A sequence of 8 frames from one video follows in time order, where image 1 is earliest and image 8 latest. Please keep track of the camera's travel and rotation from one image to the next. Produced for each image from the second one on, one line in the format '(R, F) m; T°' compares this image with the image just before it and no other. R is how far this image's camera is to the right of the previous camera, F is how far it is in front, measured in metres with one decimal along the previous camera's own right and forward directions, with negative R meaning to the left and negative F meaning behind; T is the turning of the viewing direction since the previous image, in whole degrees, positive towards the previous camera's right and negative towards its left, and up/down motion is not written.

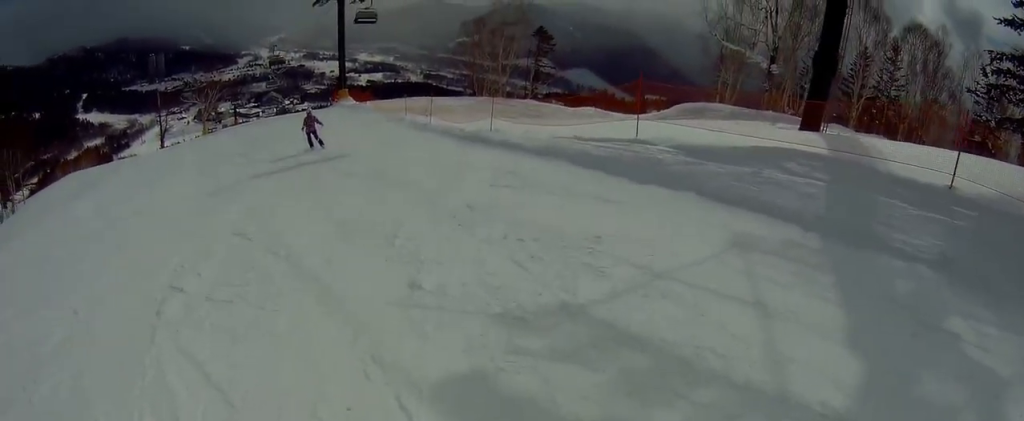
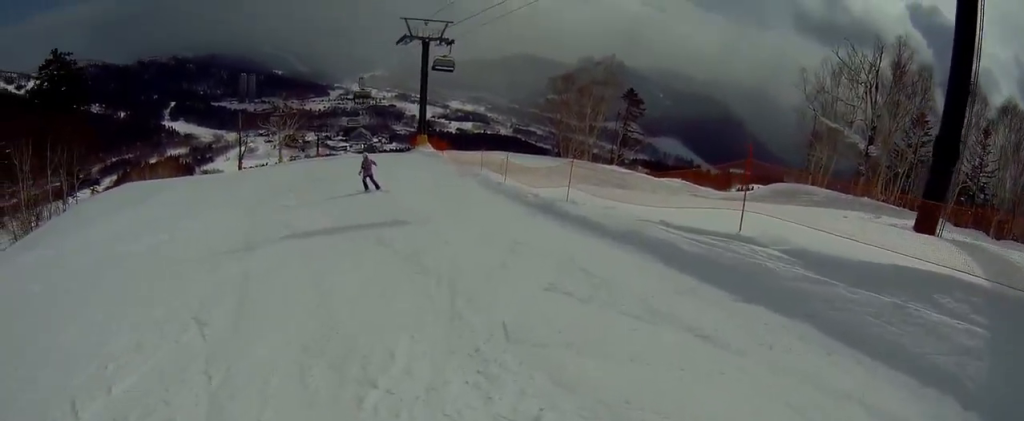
(-0.2, +1.1) m; -14°
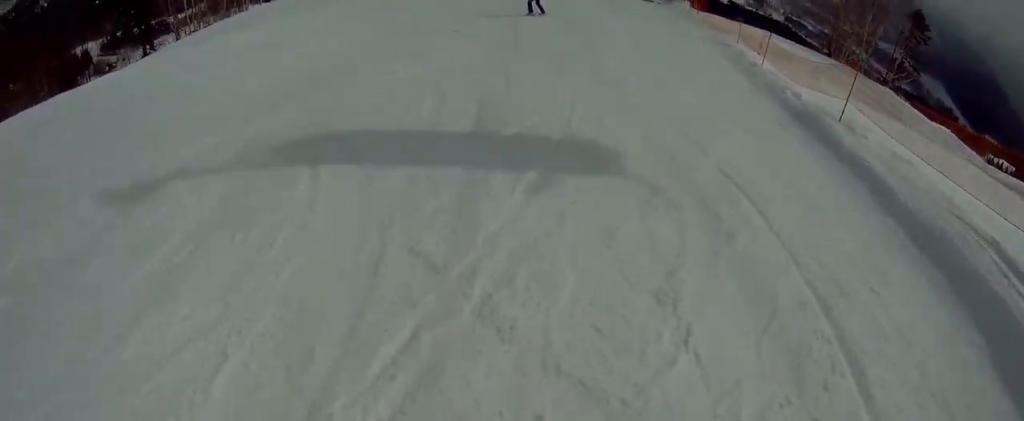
(-1.3, +2.4) m; -27°
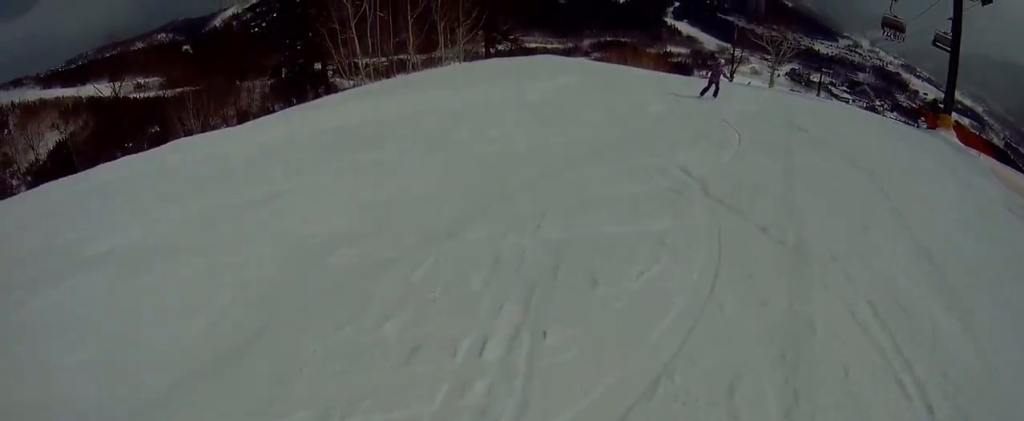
(+0.5, +4.8) m; +18°
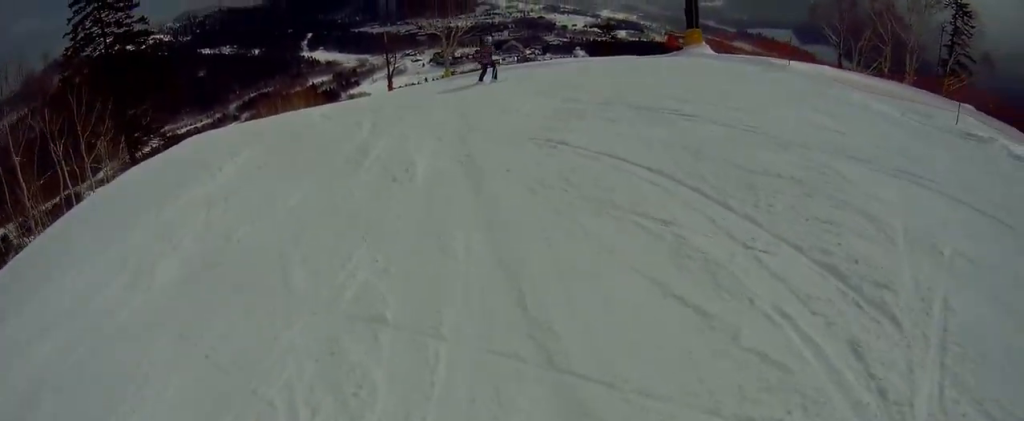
(+1.0, +5.6) m; +13°
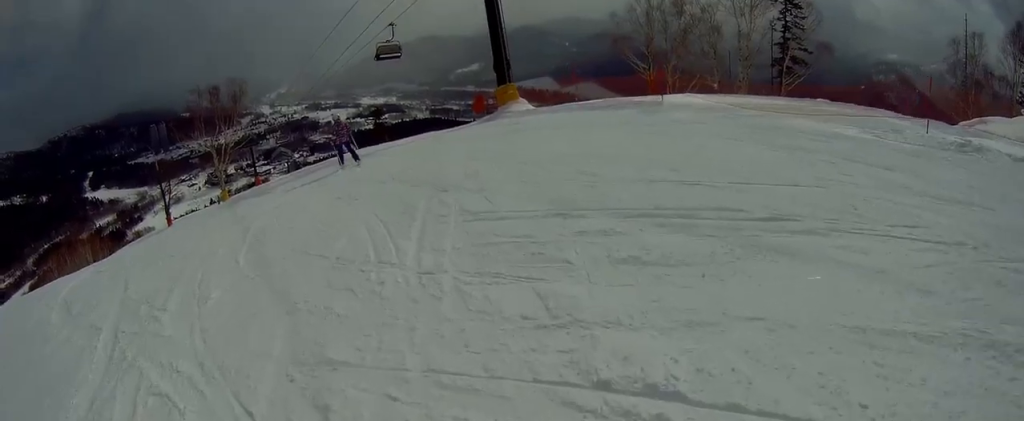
(+0.2, +4.3) m; +8°
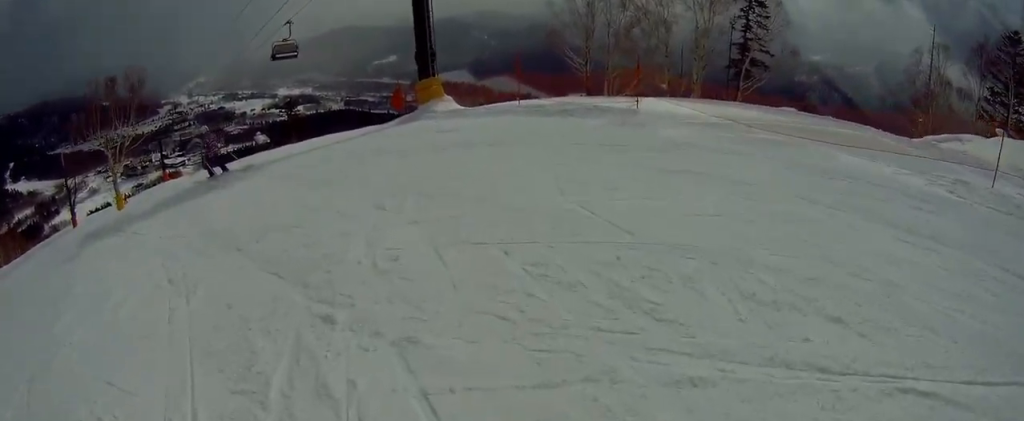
(+0.3, +3.4) m; +6°
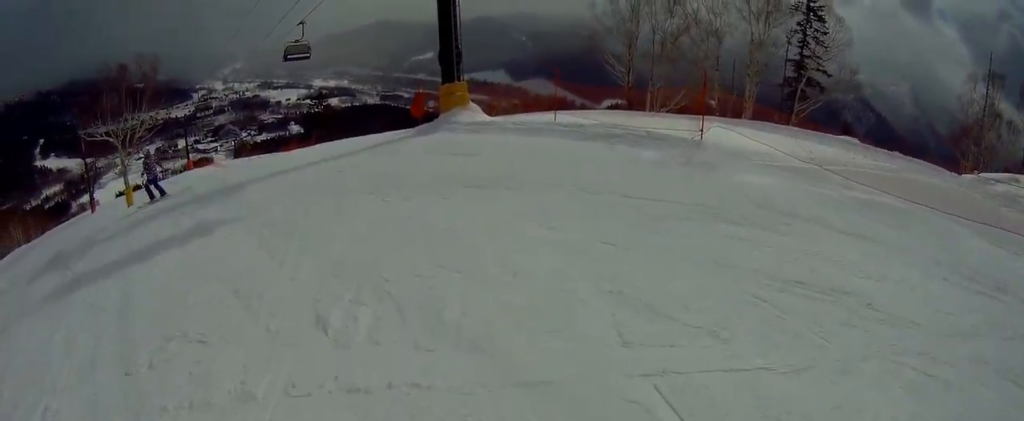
(+0.1, +2.2) m; +1°
